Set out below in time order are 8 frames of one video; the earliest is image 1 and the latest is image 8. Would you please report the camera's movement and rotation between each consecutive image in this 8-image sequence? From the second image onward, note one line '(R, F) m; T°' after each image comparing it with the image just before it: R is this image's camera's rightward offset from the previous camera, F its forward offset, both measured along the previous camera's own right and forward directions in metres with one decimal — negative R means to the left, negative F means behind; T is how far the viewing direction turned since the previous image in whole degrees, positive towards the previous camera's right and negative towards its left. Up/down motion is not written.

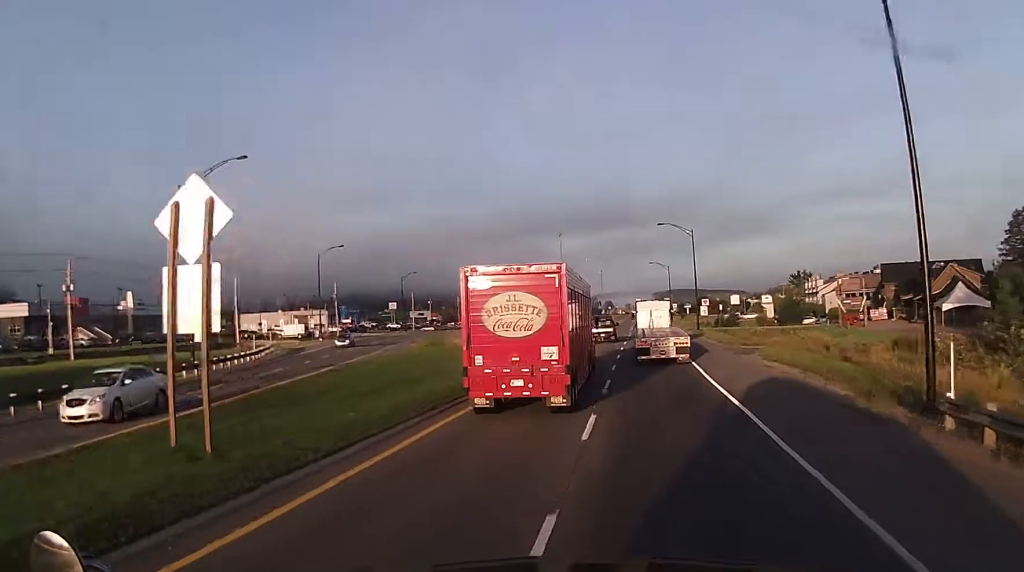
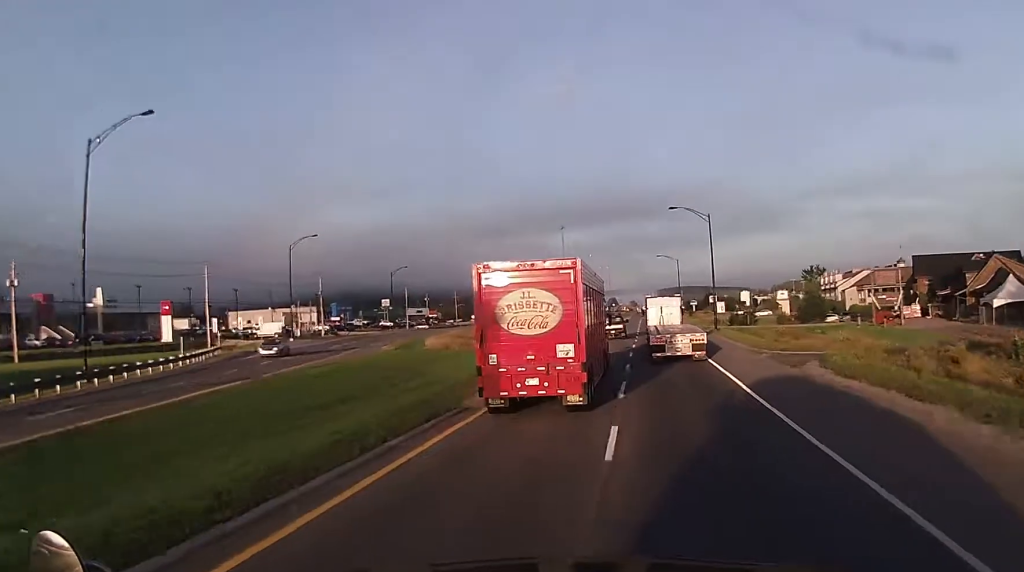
(-0.1, +10.9) m; -2°
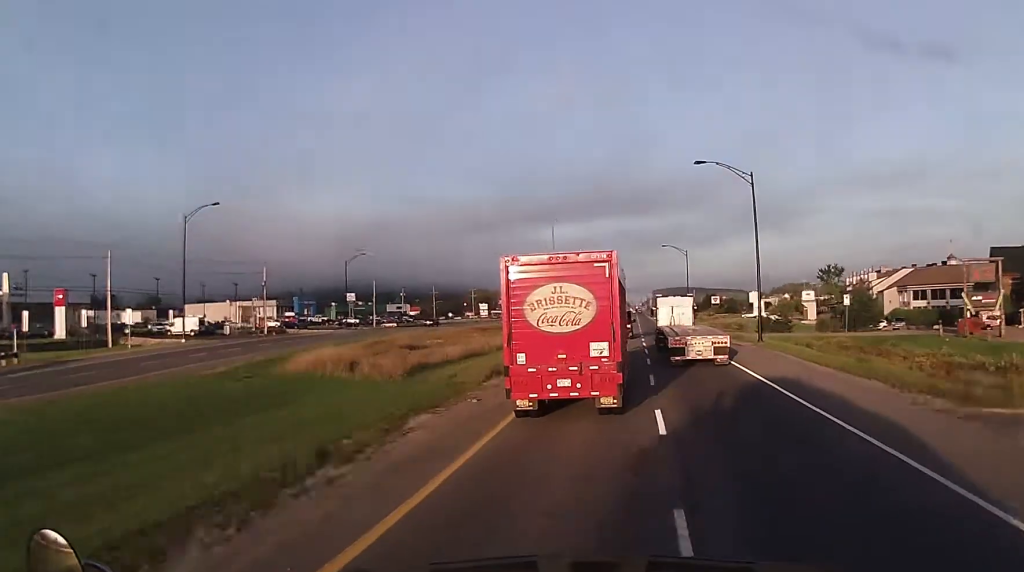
(-0.5, +23.3) m; 0°
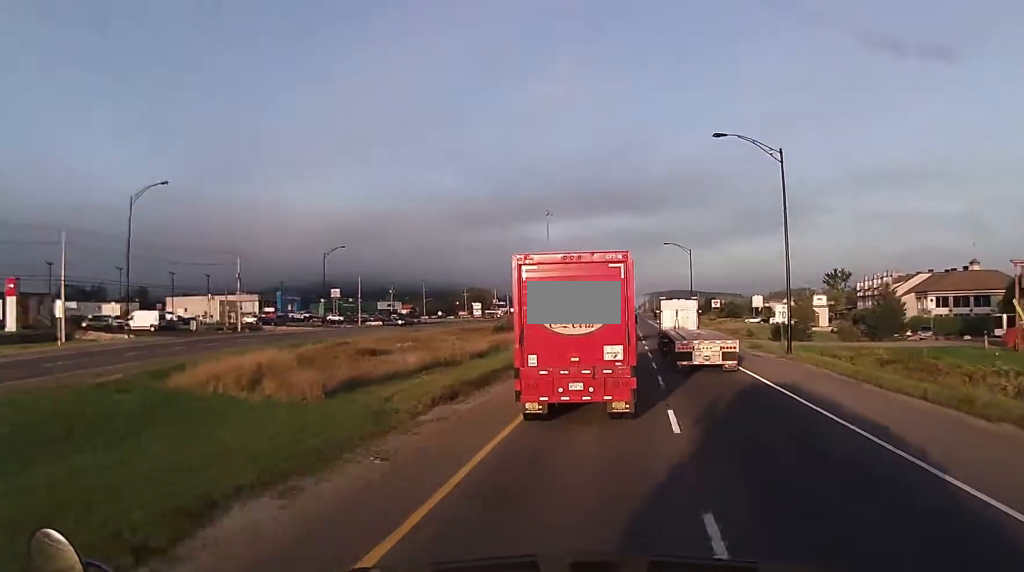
(+0.3, +9.0) m; +1°
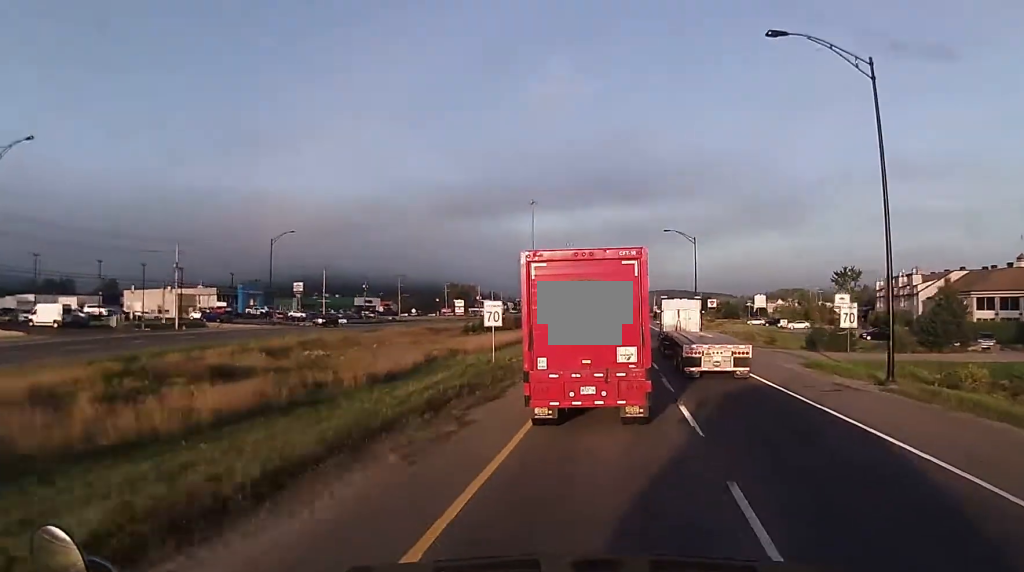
(+0.2, +16.7) m; +1°
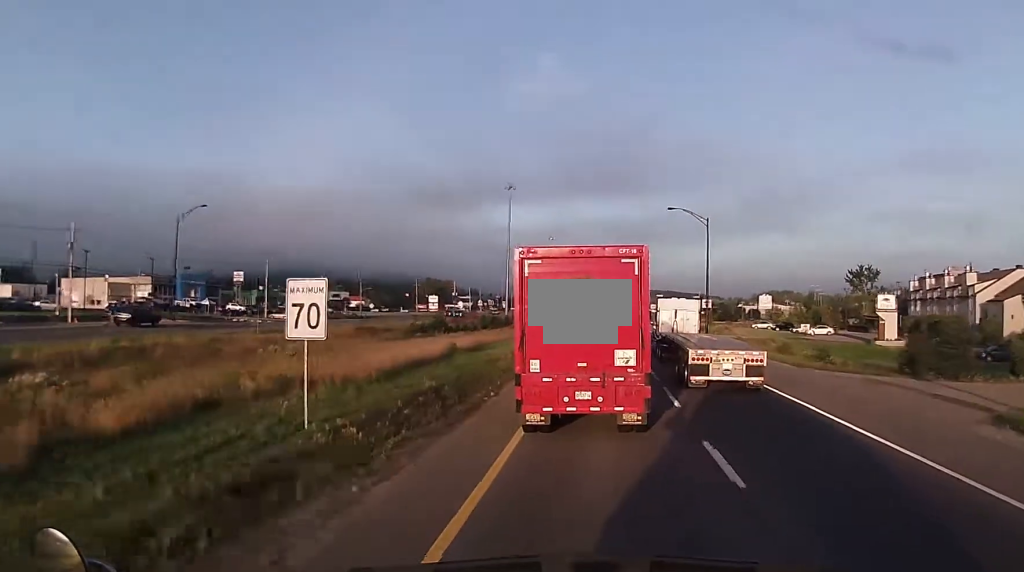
(0.0, +22.0) m; 0°
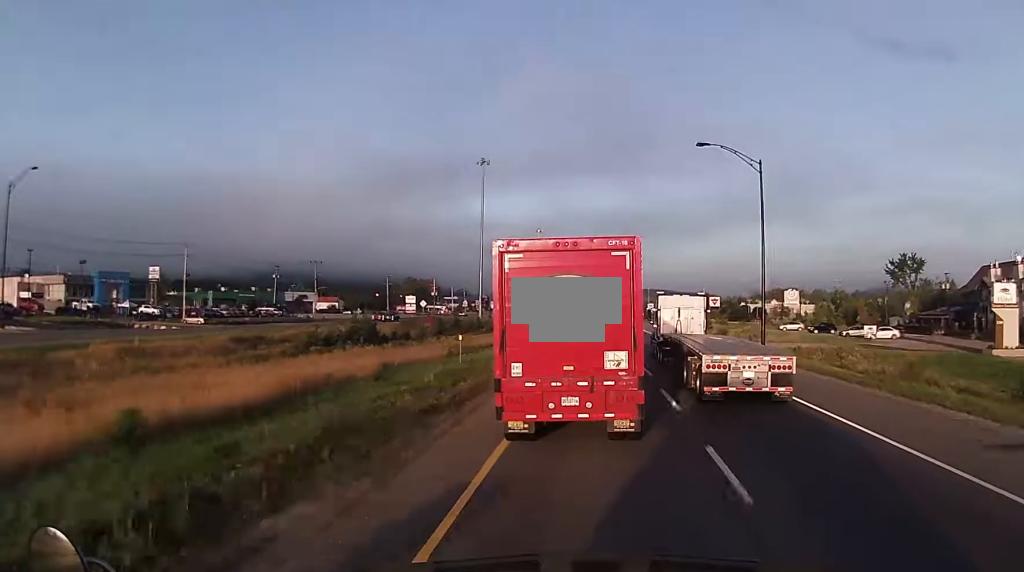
(+0.1, +27.7) m; +1°
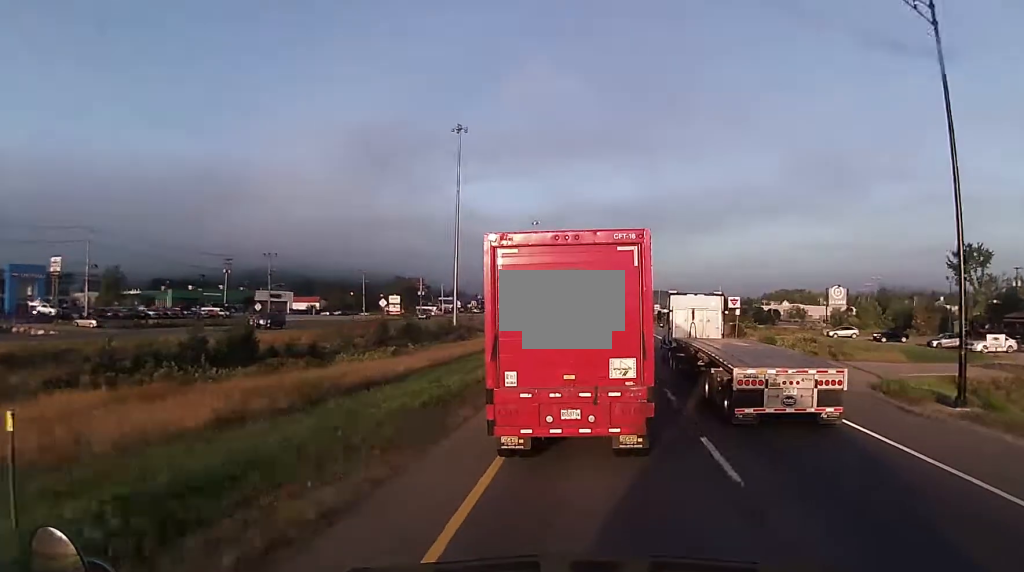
(+0.5, +25.5) m; +1°
